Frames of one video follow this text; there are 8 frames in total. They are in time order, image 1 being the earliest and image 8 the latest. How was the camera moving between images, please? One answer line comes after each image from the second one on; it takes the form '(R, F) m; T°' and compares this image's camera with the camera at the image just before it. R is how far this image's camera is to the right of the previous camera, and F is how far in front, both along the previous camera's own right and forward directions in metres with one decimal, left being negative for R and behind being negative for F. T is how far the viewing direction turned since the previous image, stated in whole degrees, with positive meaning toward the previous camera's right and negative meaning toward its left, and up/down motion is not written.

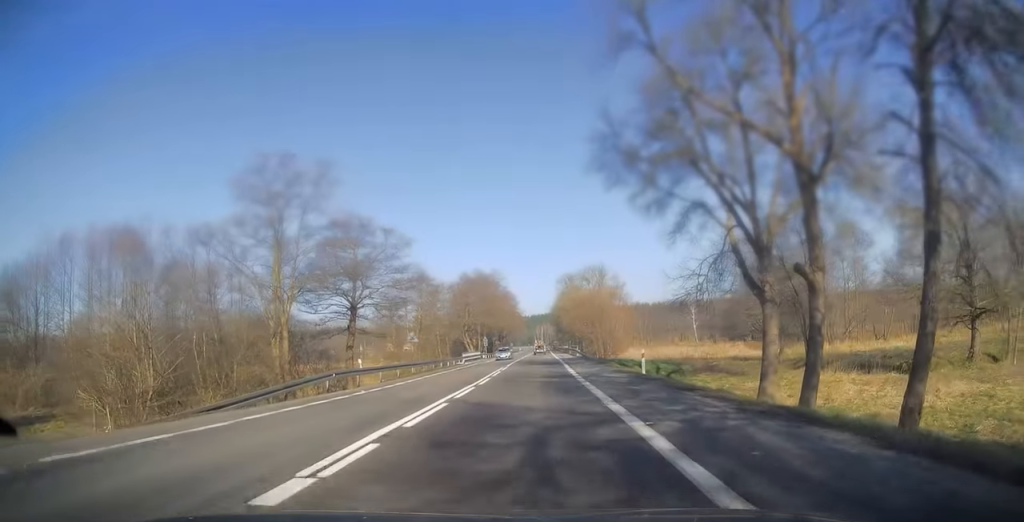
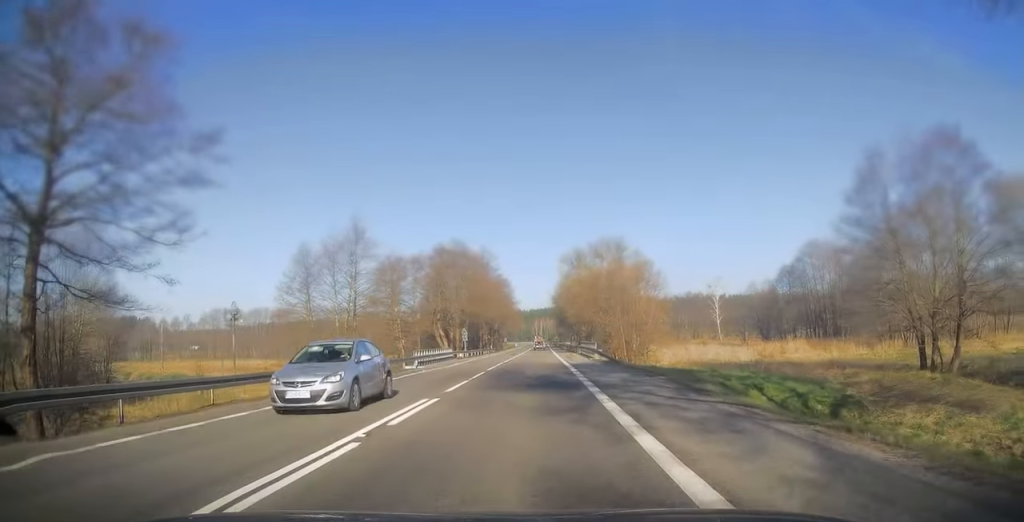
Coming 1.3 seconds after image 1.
(0.0, +25.3) m; 0°
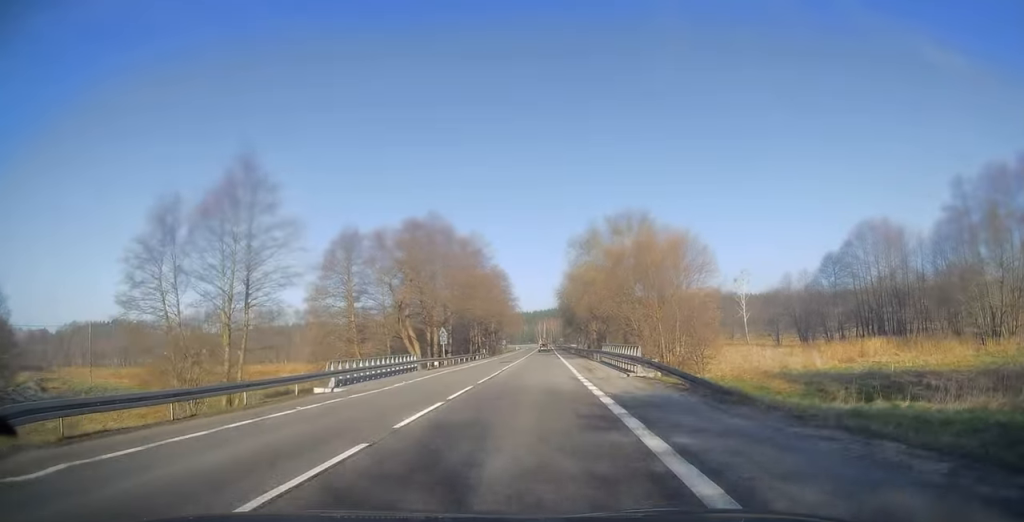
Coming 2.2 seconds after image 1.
(+0.1, +18.4) m; 0°
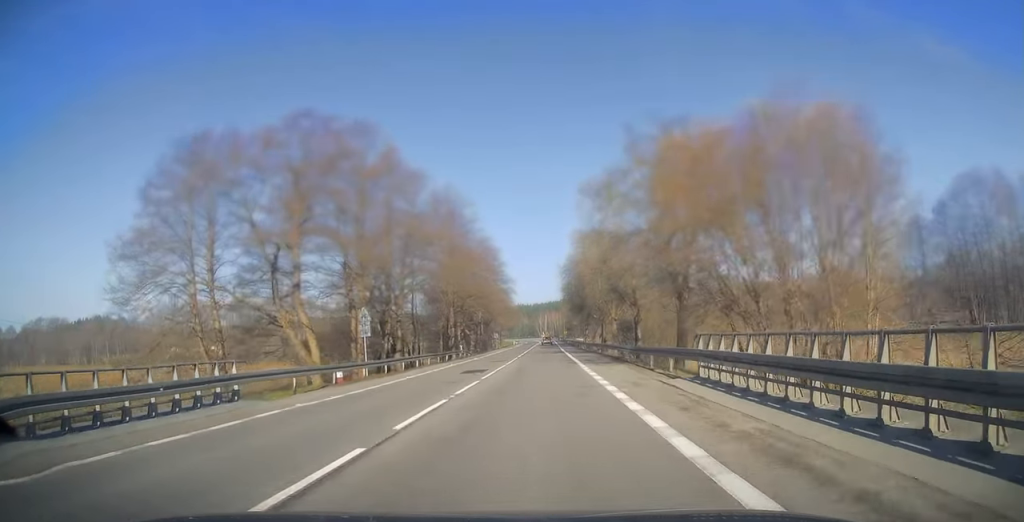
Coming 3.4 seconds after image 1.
(-0.1, +25.1) m; 0°
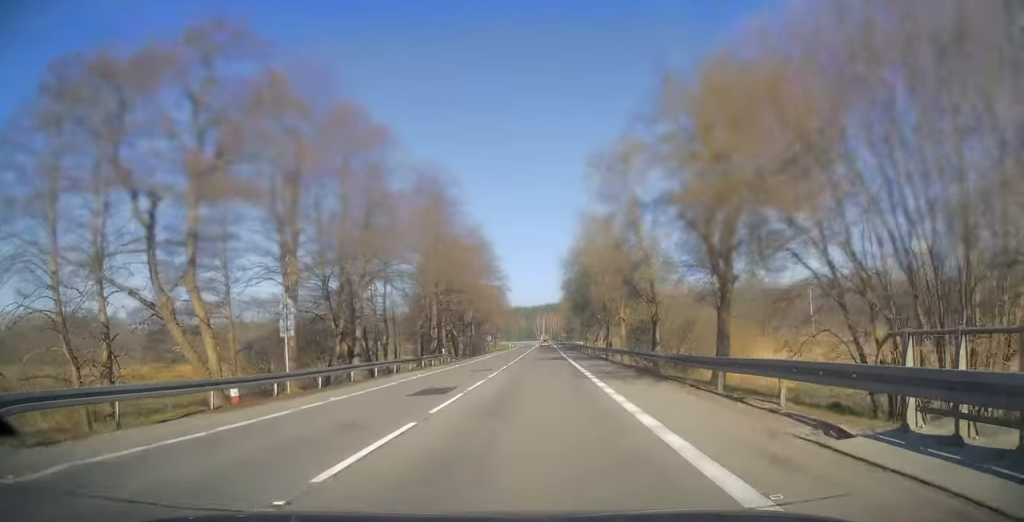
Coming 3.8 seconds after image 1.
(0.0, +9.5) m; 0°
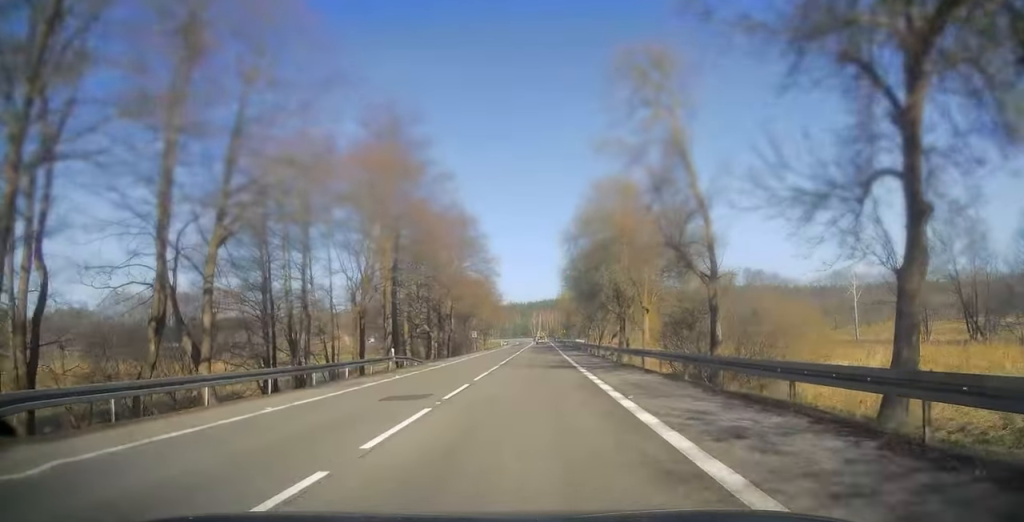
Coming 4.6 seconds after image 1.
(0.0, +16.1) m; +1°
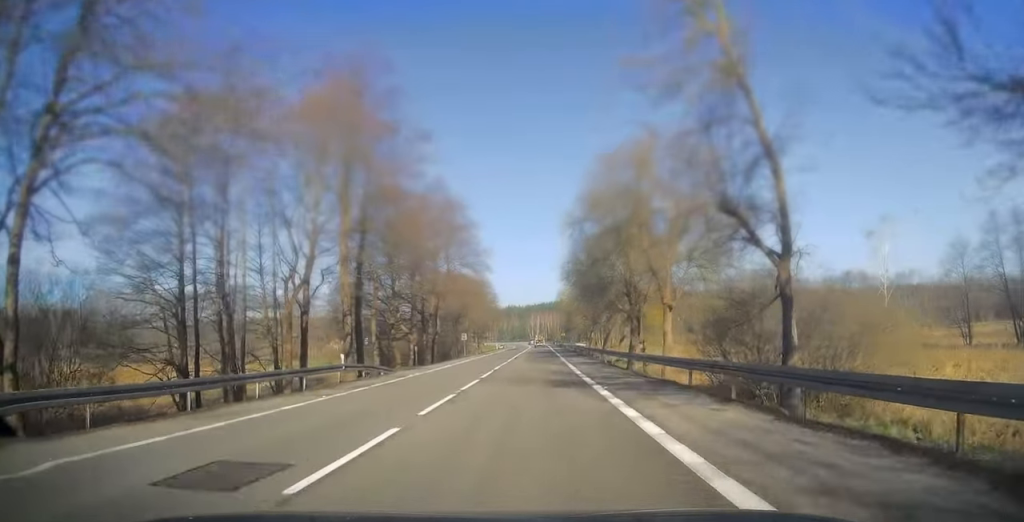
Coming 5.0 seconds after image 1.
(0.0, +8.8) m; 0°
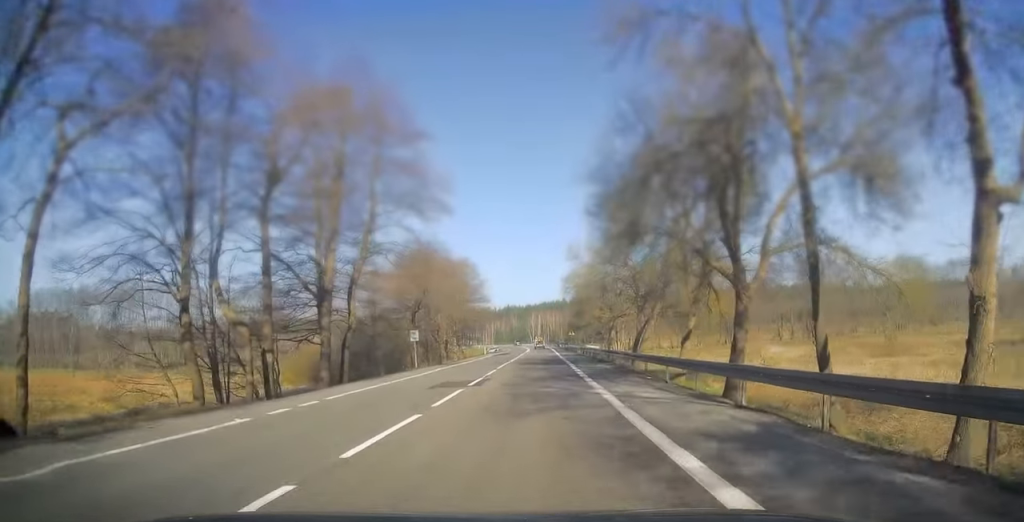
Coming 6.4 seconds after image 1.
(-0.1, +28.8) m; 0°
